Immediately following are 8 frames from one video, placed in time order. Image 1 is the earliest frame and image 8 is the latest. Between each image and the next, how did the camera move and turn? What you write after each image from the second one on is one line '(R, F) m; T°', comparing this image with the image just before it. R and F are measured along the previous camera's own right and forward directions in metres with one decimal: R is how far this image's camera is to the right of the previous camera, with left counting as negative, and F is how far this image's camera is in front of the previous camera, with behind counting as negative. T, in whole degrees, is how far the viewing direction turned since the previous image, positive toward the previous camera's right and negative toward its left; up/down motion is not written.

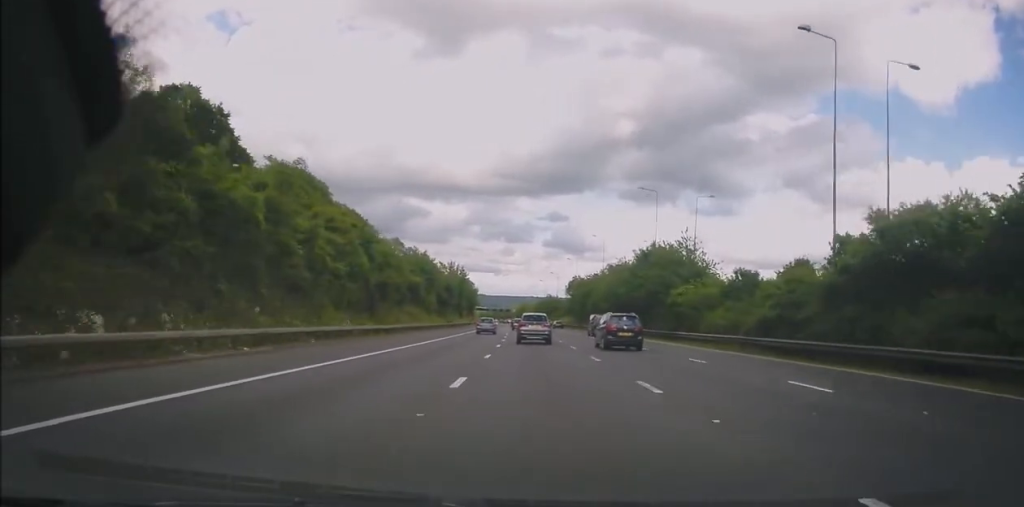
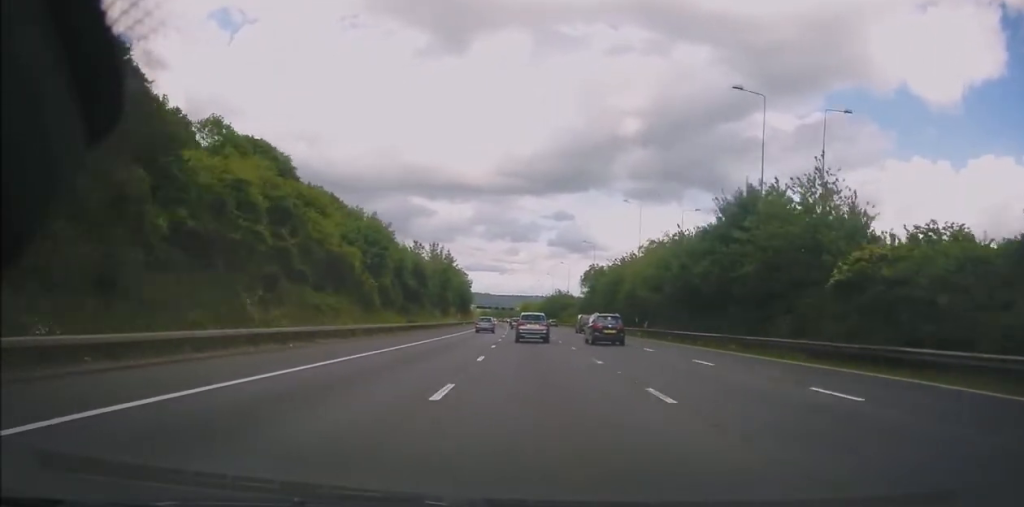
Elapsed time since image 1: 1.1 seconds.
(0.0, +28.0) m; 0°
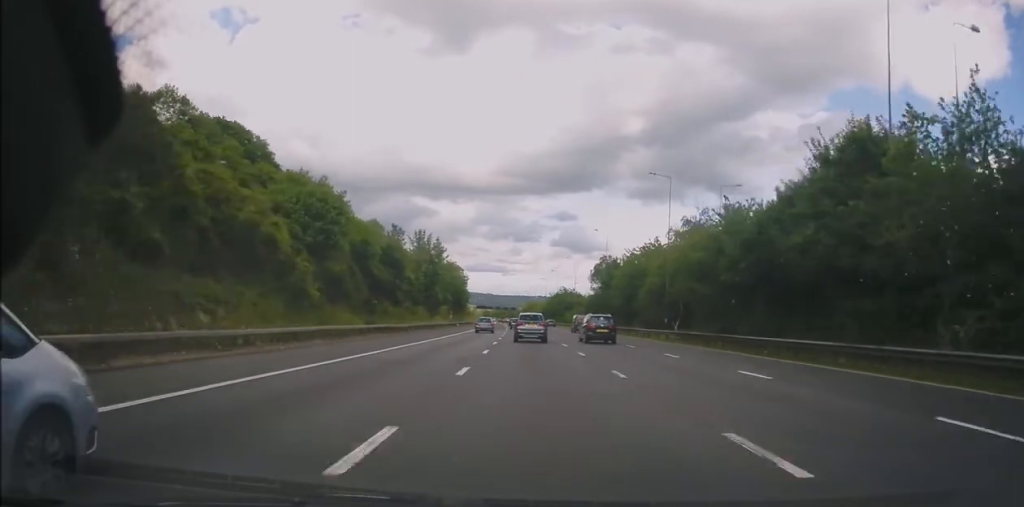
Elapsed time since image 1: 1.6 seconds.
(0.0, +13.5) m; 0°
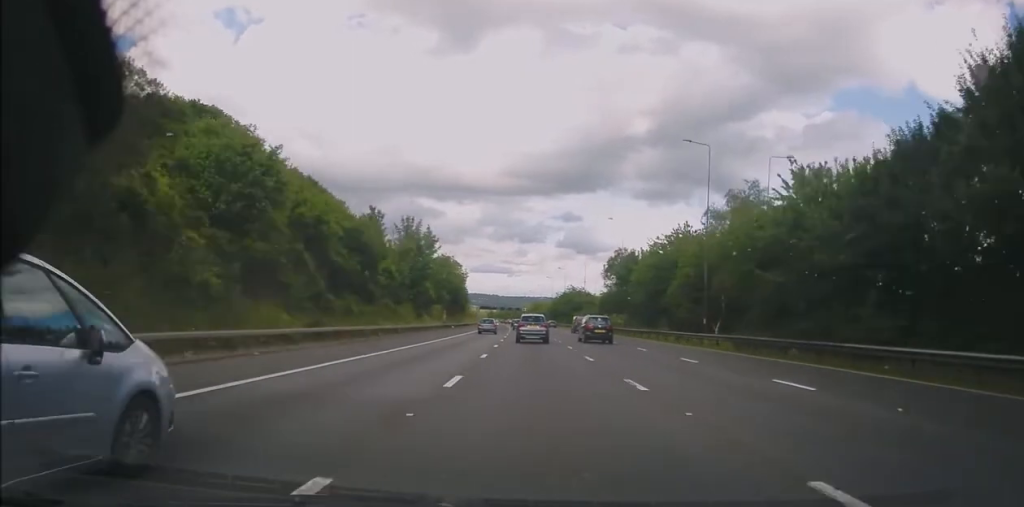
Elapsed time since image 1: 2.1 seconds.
(0.0, +11.0) m; 0°
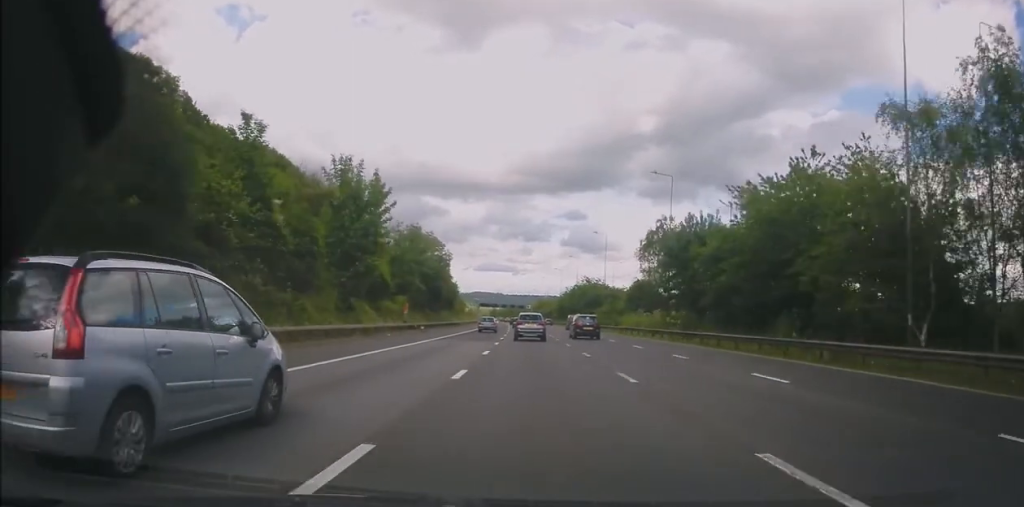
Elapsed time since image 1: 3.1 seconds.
(-0.2, +25.5) m; -1°
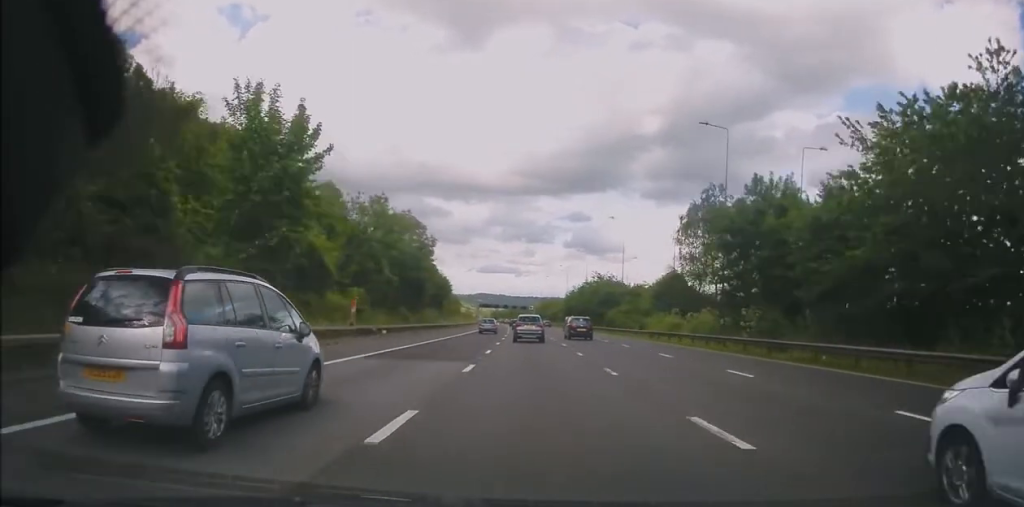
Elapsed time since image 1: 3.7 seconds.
(-0.2, +15.4) m; -1°
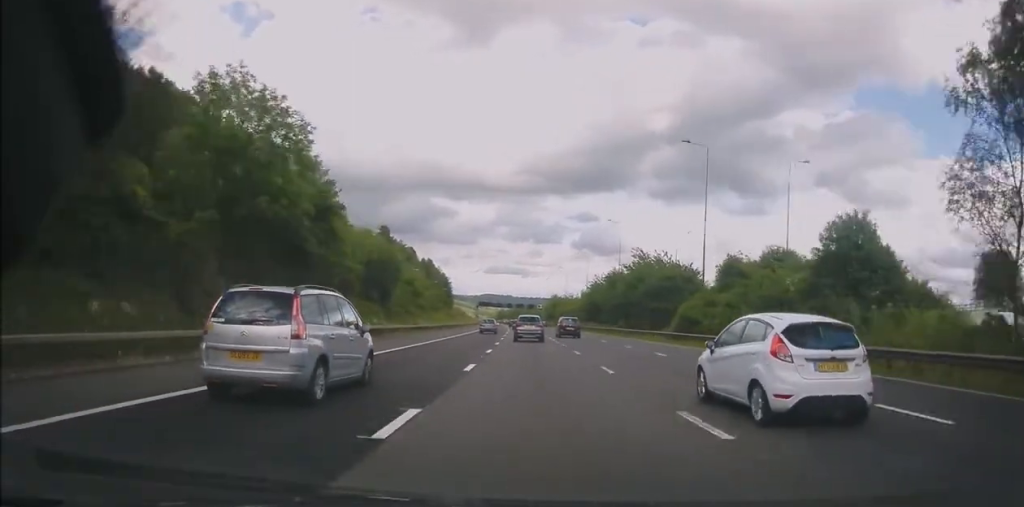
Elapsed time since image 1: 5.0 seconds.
(0.0, +35.5) m; 0°
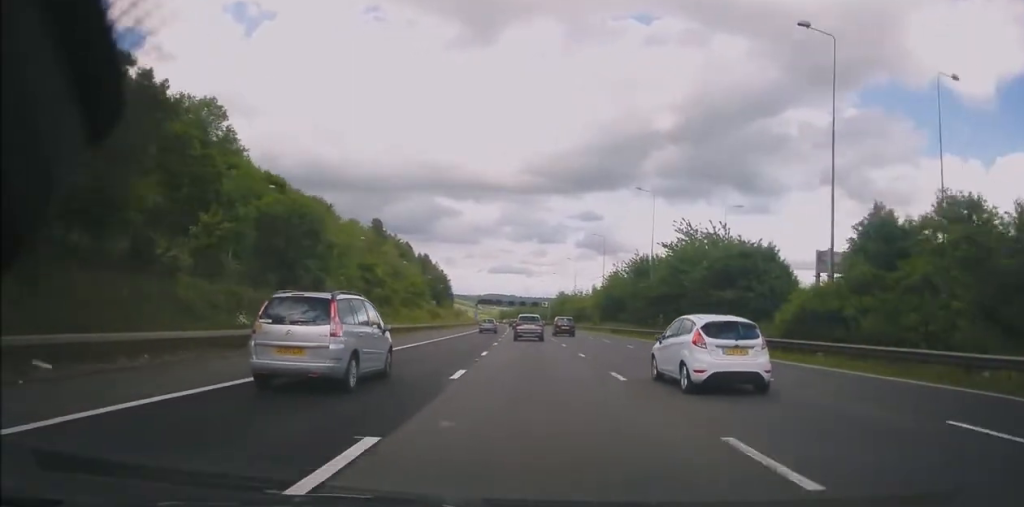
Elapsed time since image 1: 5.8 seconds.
(0.0, +19.9) m; -1°
